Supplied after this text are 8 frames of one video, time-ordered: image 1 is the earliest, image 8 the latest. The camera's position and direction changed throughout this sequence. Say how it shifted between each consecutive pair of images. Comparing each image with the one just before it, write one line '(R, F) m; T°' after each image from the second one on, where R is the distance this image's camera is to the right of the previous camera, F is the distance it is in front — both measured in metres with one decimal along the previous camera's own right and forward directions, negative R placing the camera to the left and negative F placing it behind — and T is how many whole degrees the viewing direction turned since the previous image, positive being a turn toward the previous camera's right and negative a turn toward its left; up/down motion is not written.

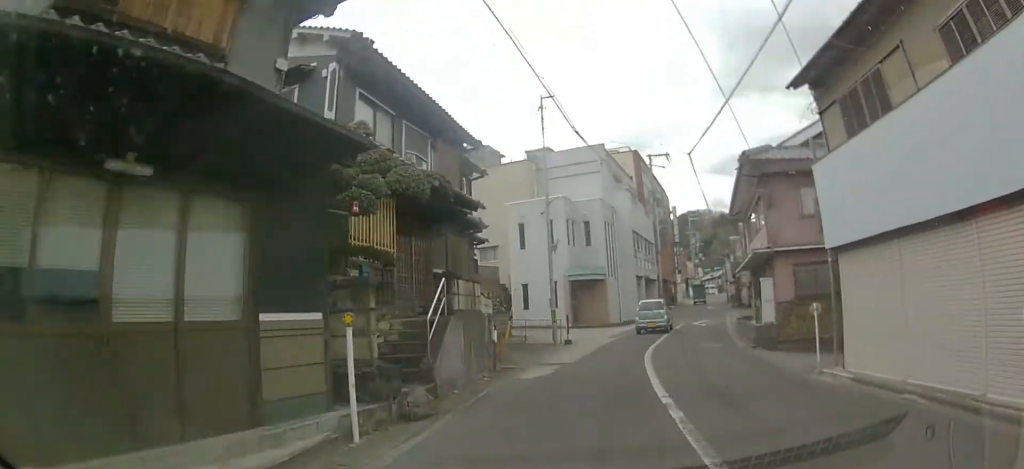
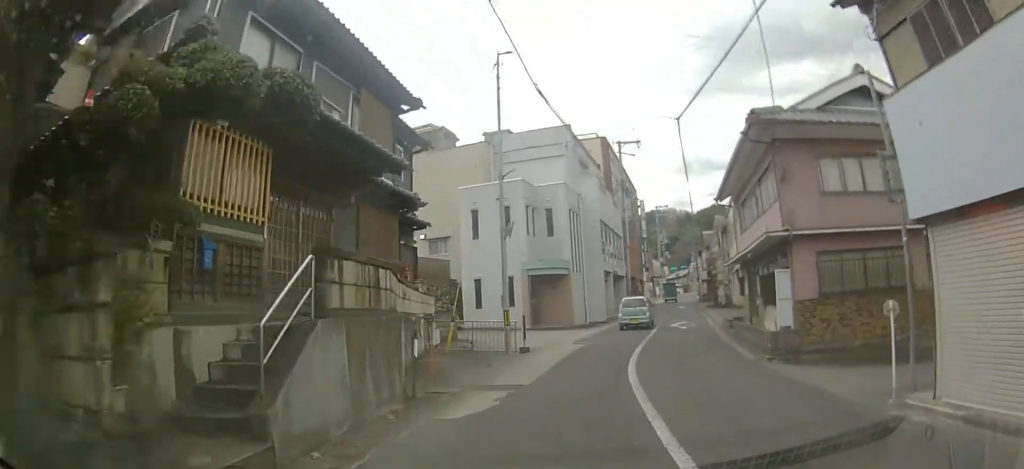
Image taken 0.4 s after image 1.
(+0.3, +4.1) m; +5°
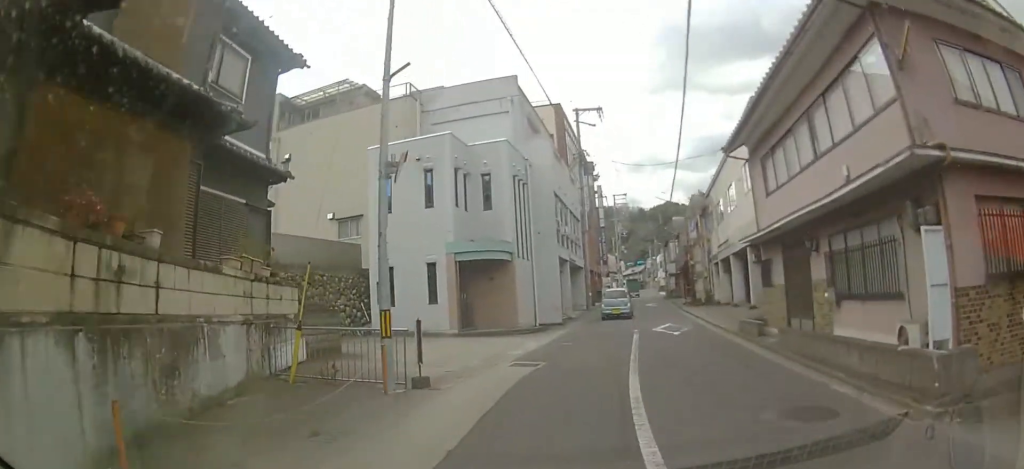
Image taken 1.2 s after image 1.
(+0.3, +6.7) m; +9°
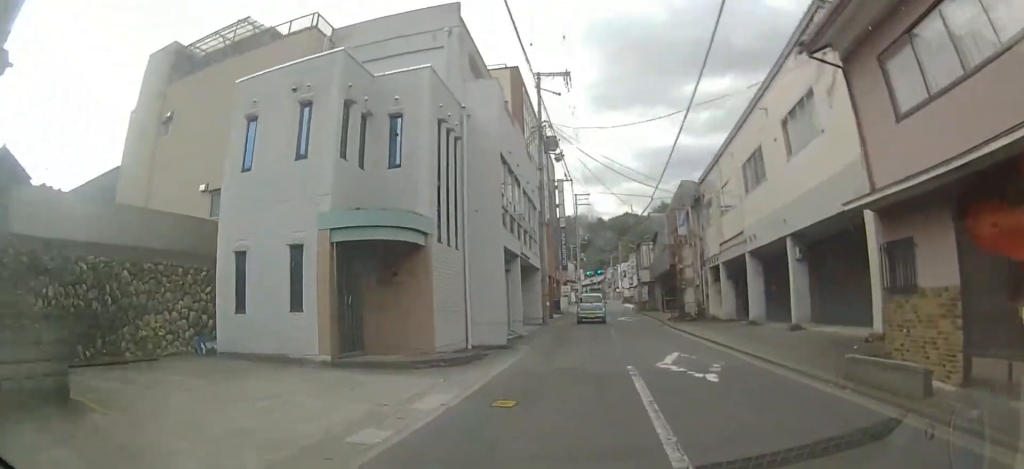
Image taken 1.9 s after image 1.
(+0.8, +7.2) m; +6°
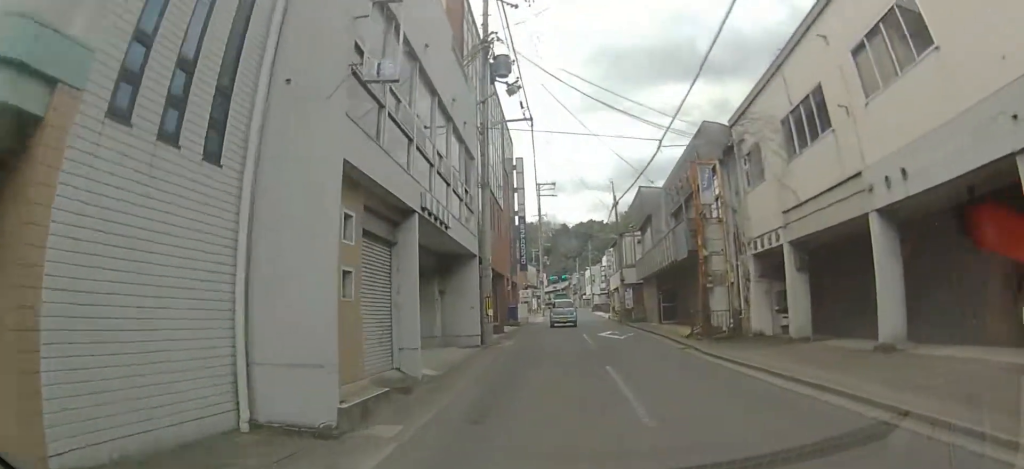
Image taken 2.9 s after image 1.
(+0.3, +9.5) m; +4°
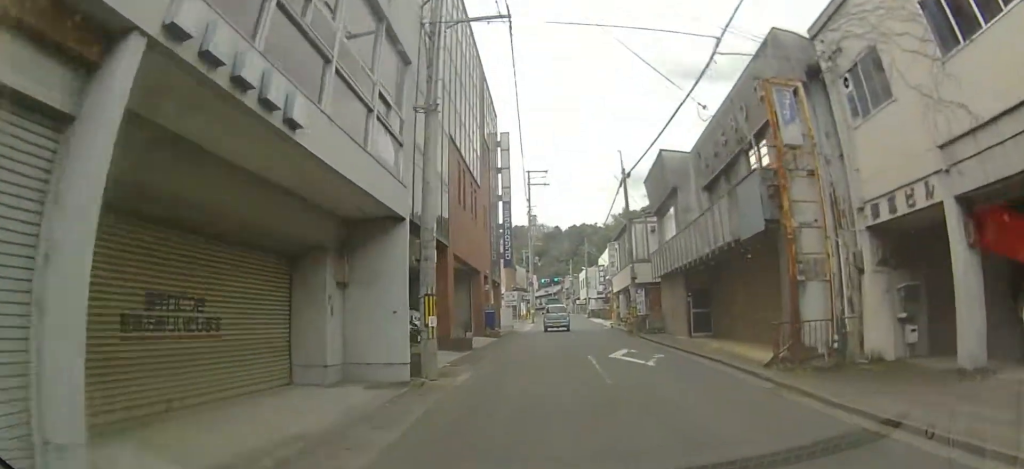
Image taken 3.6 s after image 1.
(+0.2, +6.5) m; +3°
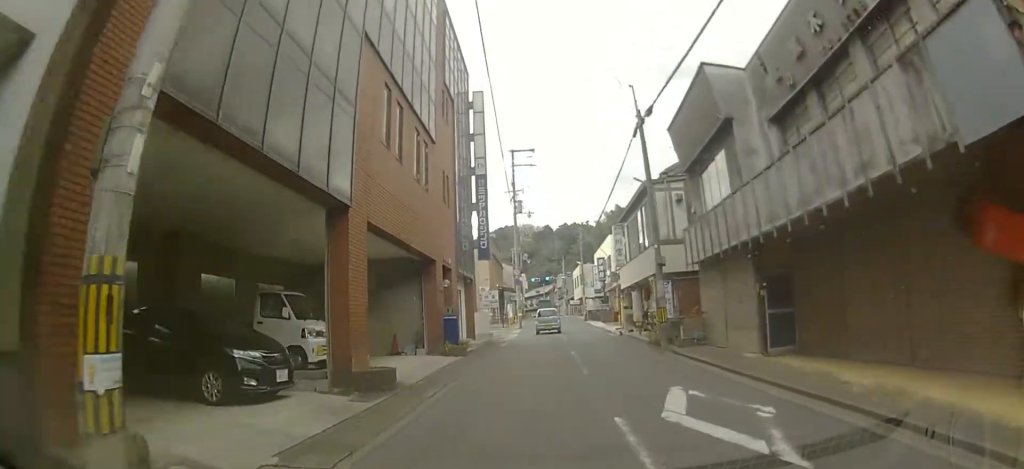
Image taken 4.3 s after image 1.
(+0.2, +7.3) m; +3°
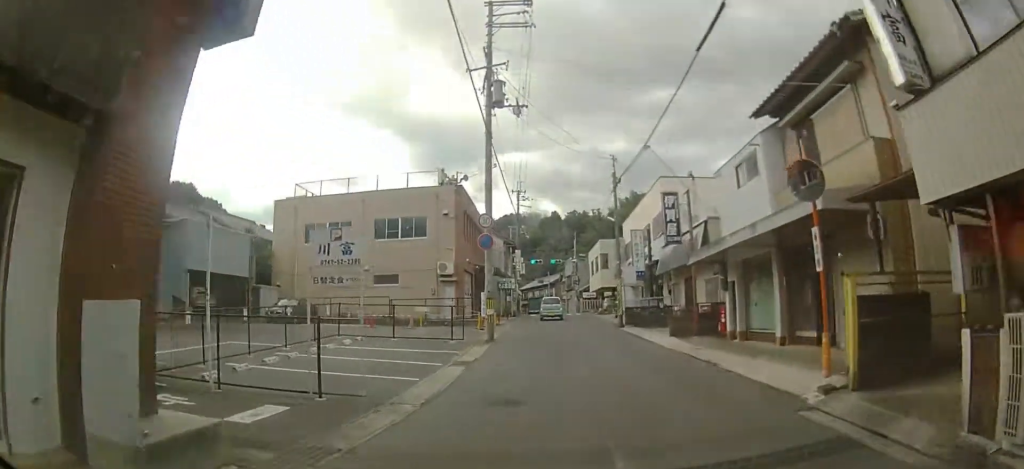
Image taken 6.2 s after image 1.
(+0.4, +20.5) m; +1°
